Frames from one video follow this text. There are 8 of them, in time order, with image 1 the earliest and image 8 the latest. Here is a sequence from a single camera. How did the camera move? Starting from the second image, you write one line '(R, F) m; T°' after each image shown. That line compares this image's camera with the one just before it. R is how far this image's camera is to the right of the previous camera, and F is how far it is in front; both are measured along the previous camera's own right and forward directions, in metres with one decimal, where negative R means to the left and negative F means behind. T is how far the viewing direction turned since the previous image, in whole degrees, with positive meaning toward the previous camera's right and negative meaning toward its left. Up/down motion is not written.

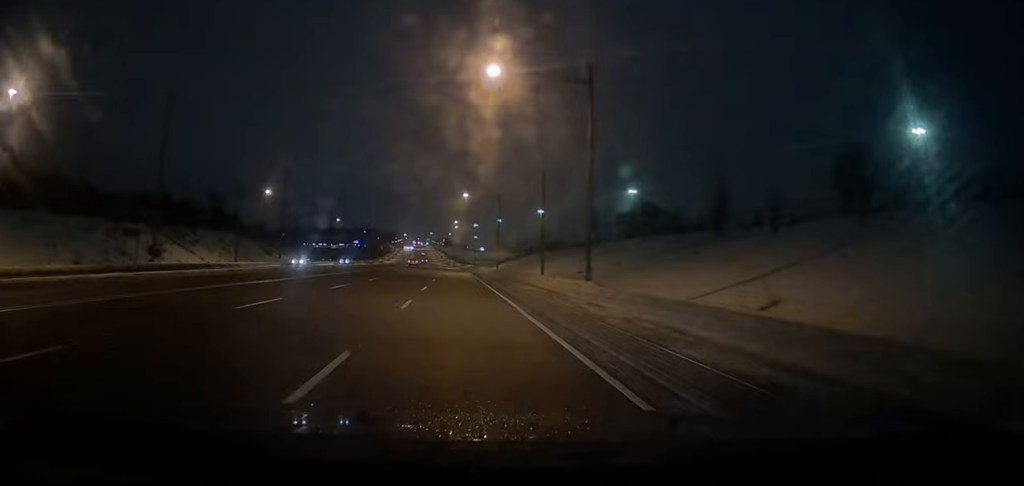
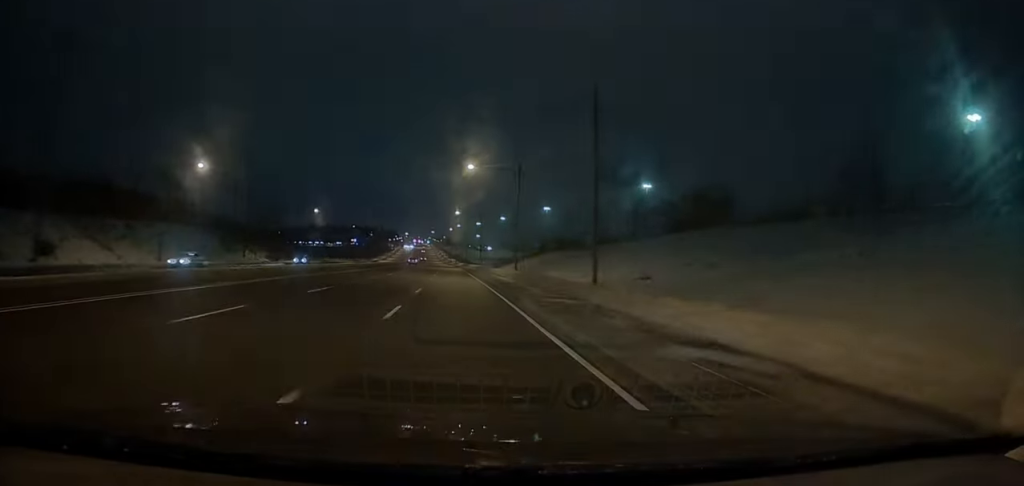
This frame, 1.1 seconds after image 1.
(+0.1, +21.1) m; 0°
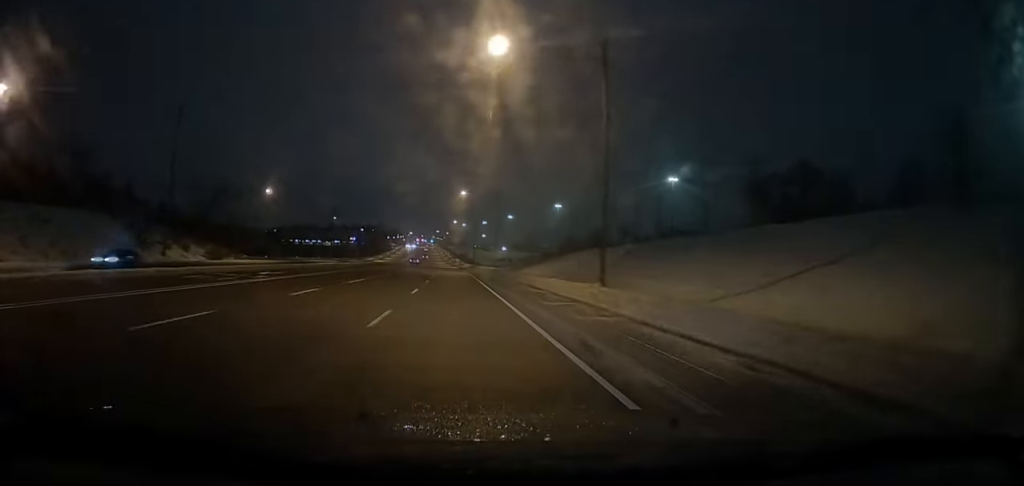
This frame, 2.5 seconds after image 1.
(0.0, +29.1) m; -1°
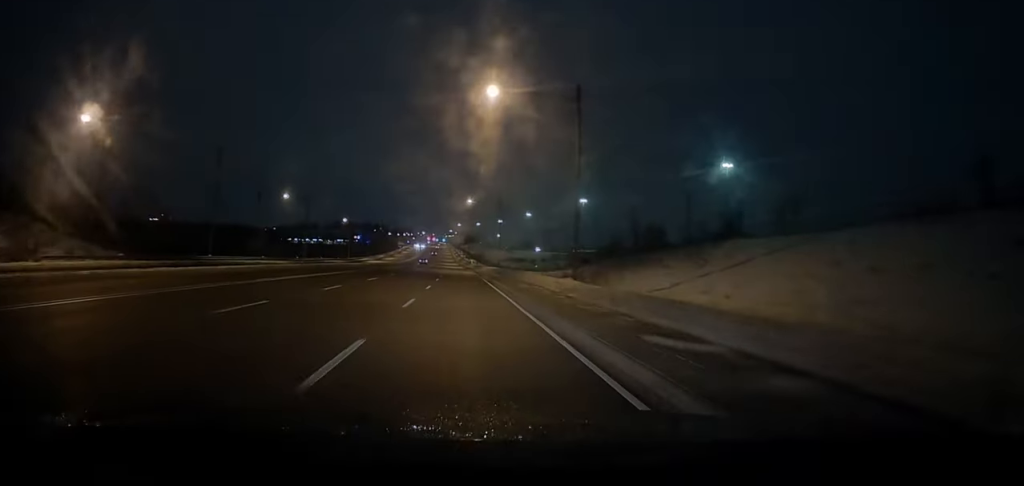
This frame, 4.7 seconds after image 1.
(-0.6, +42.5) m; -1°
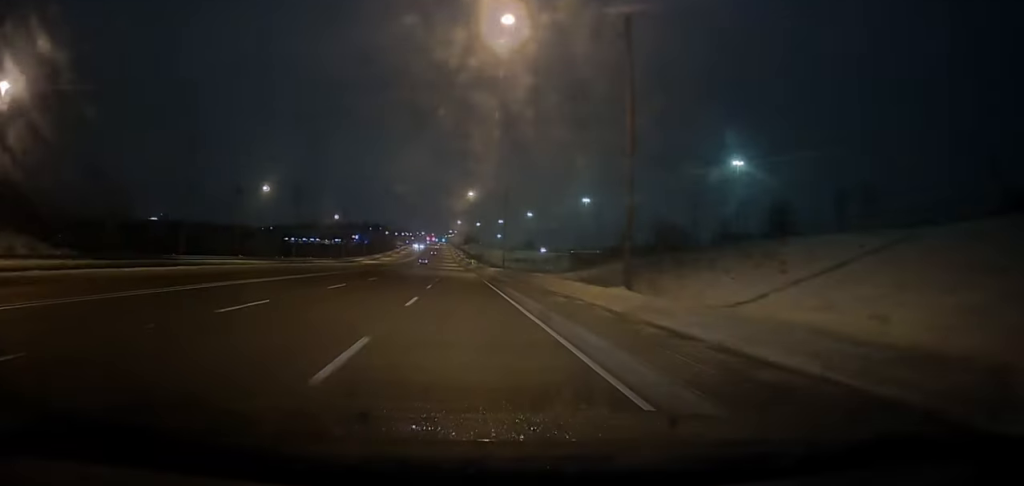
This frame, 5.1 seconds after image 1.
(0.0, +8.7) m; 0°
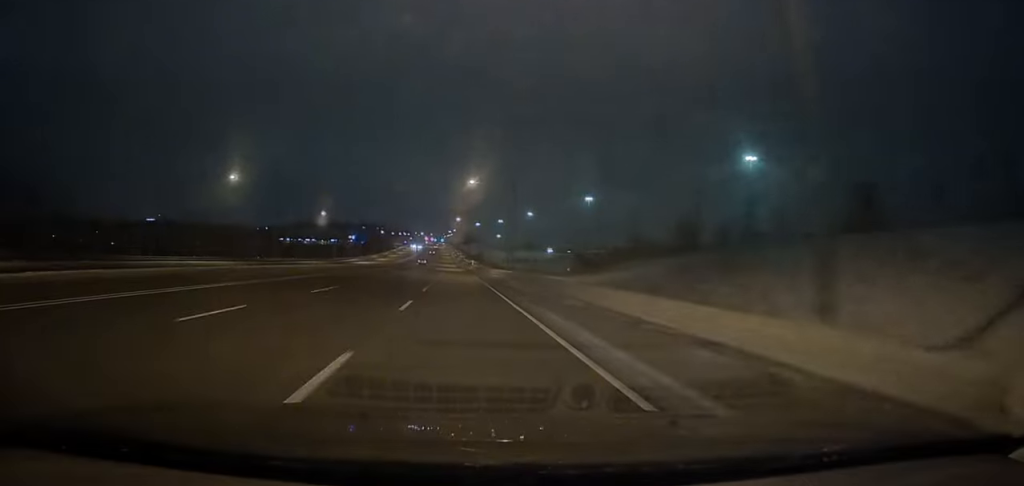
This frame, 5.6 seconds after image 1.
(0.0, +10.8) m; 0°
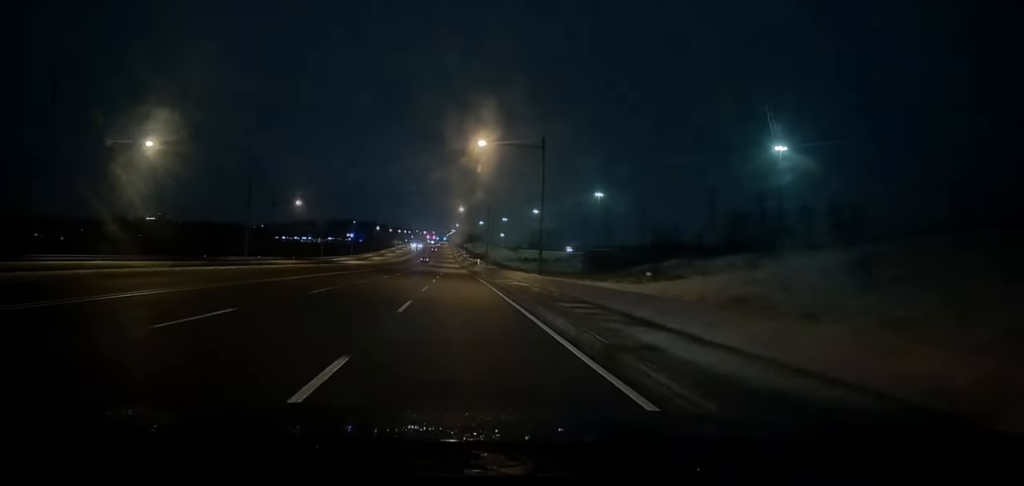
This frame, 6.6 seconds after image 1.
(0.0, +19.0) m; 0°
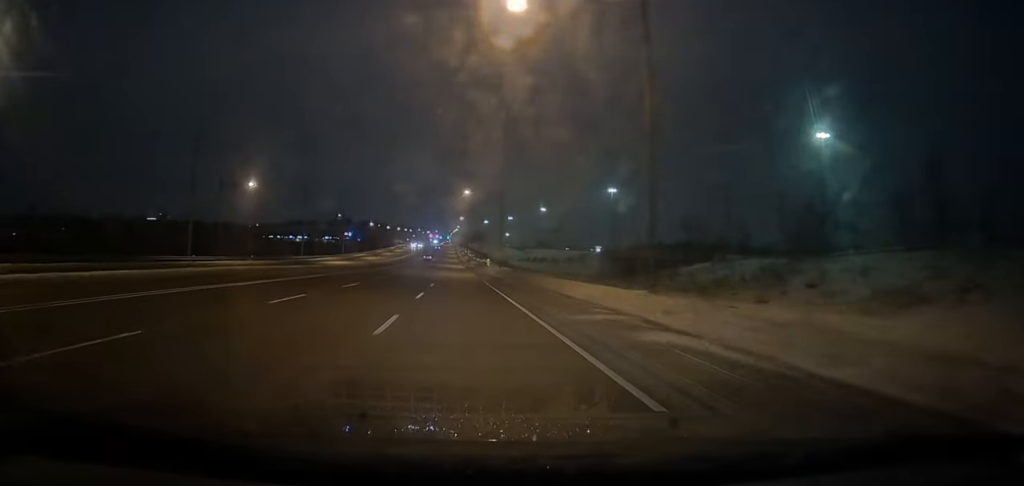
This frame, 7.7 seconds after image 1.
(-0.2, +22.5) m; -1°
